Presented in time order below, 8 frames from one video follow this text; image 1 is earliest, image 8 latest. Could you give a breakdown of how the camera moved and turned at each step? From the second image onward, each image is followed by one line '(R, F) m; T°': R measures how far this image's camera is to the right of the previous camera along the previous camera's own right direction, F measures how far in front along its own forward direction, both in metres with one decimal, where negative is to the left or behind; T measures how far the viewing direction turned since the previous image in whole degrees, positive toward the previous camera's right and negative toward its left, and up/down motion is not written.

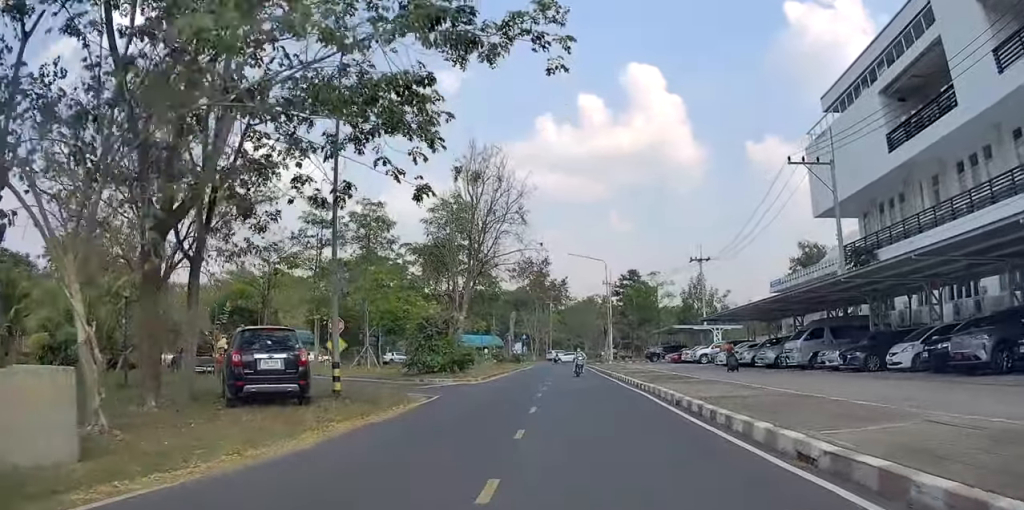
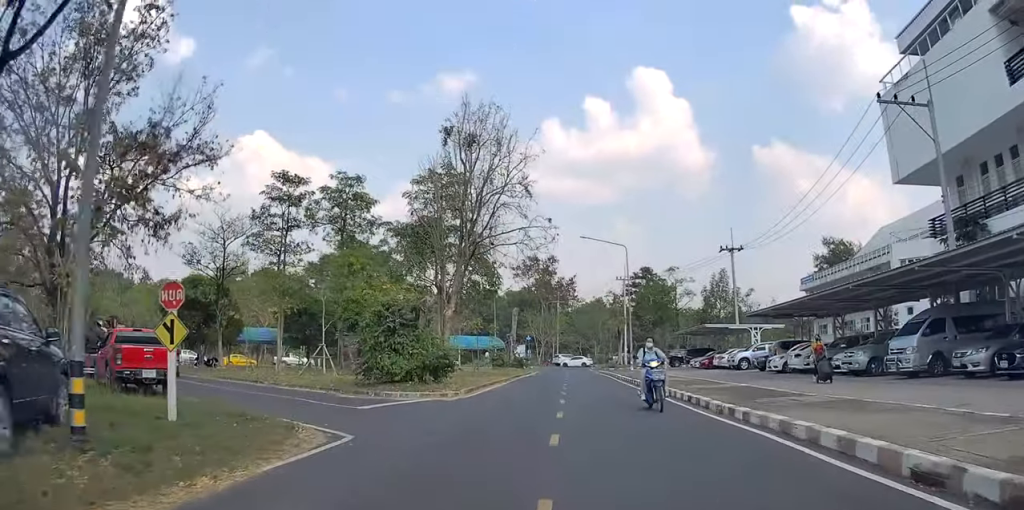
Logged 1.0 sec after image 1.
(+0.2, +8.5) m; +2°
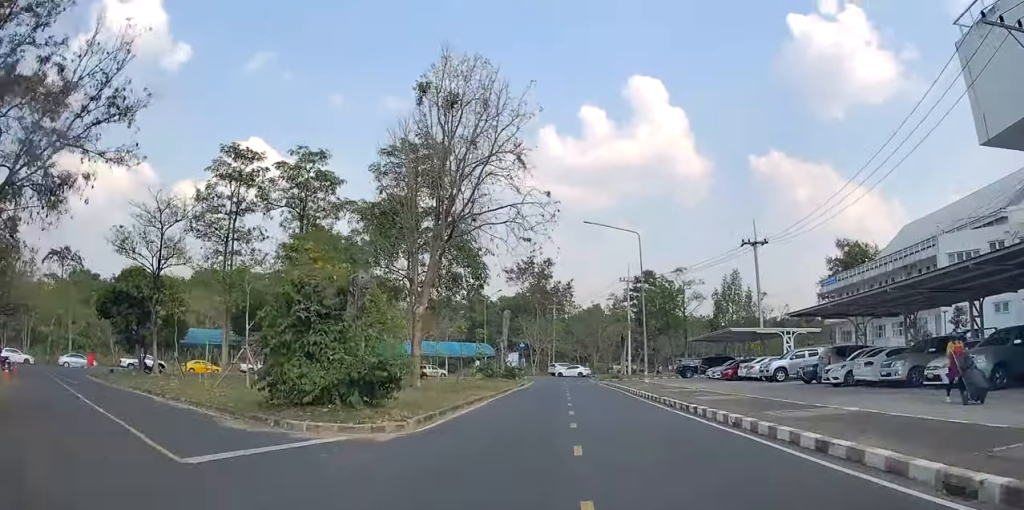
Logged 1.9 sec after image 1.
(+0.1, +8.6) m; +2°
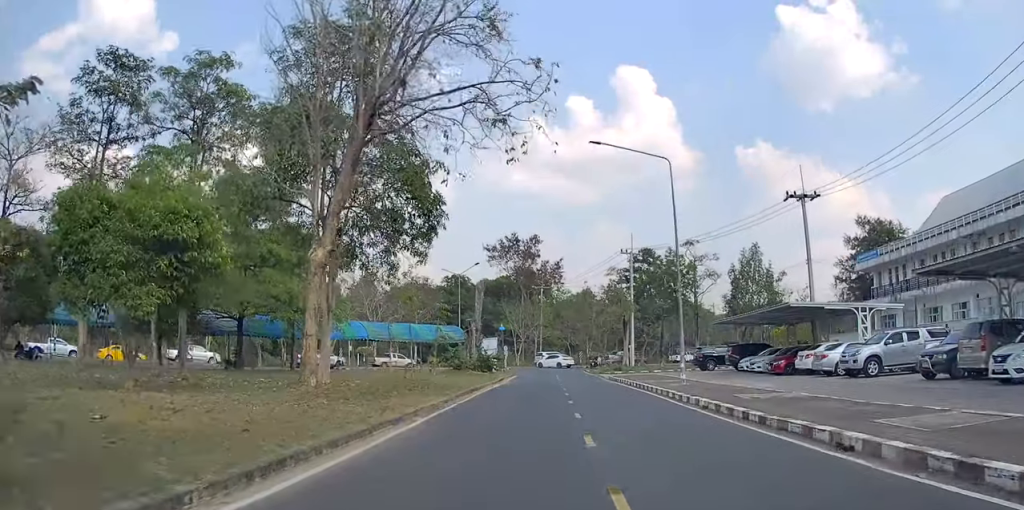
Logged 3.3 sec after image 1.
(+0.5, +16.1) m; +3°
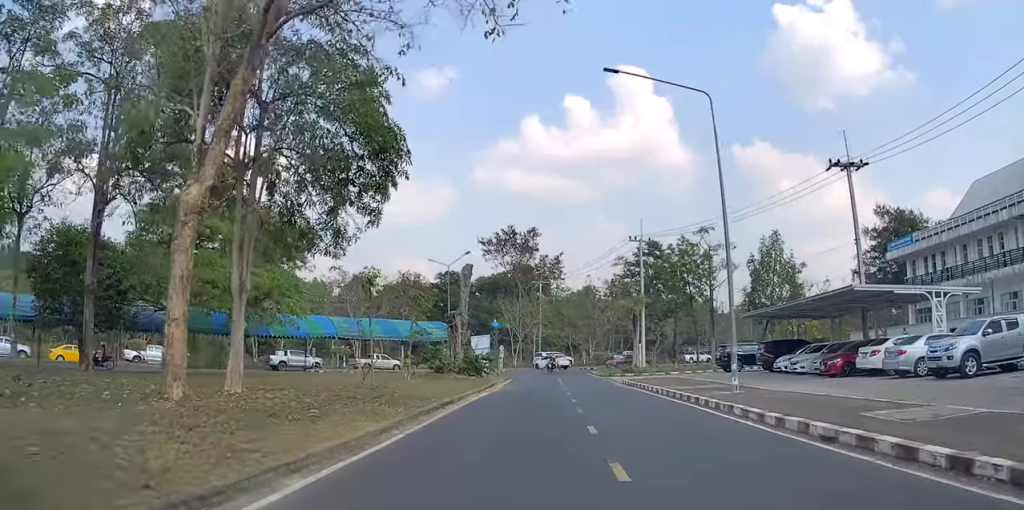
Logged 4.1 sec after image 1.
(+0.1, +9.9) m; +1°
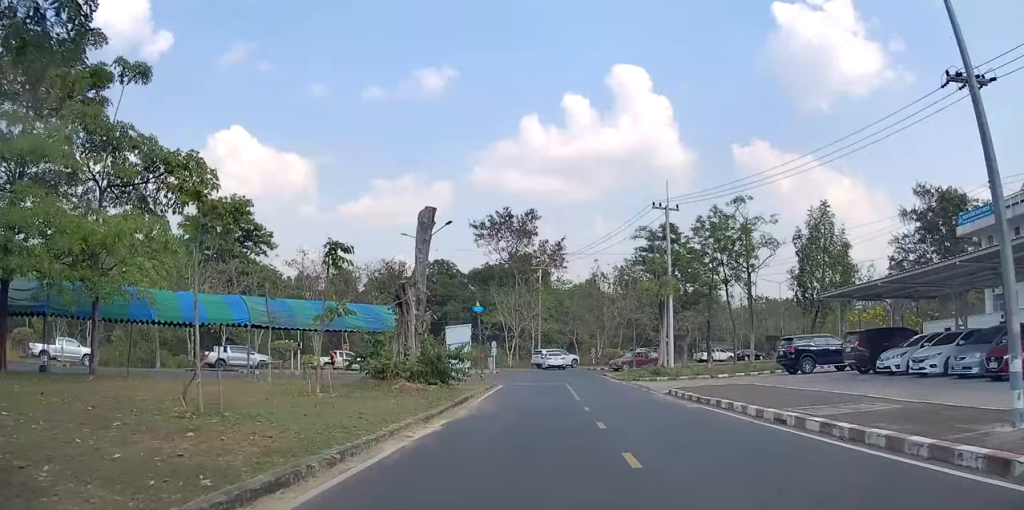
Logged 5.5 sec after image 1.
(0.0, +16.5) m; -1°
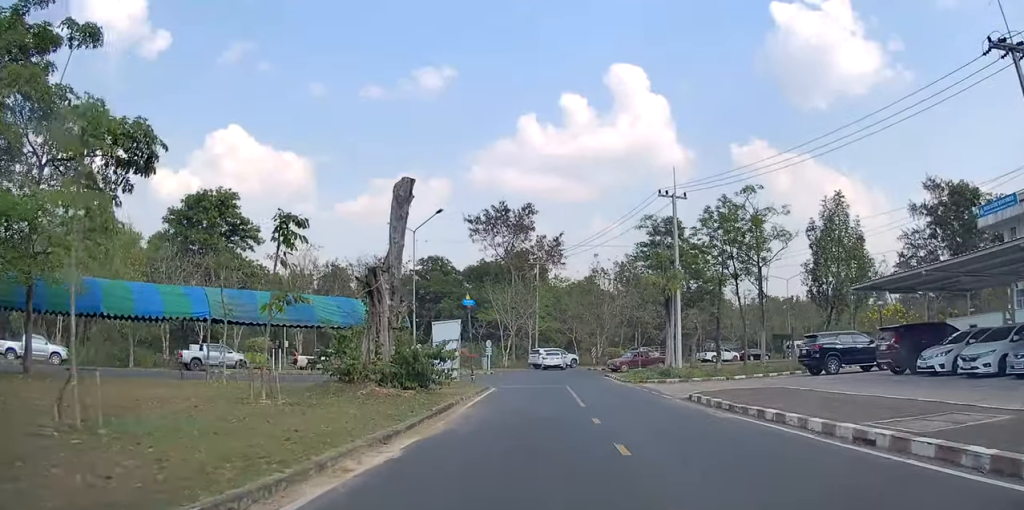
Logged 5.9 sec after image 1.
(0.0, +4.6) m; 0°
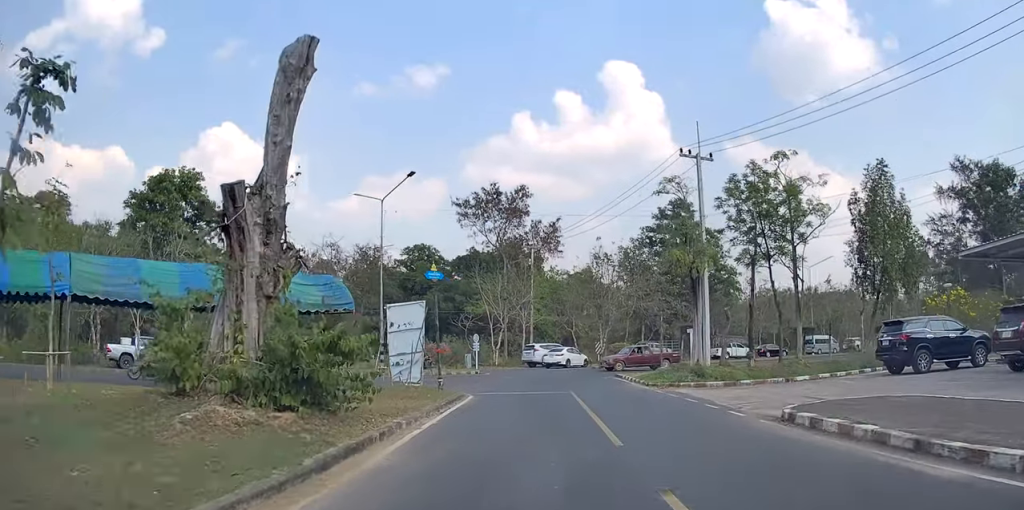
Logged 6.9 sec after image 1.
(0.0, +10.9) m; 0°
